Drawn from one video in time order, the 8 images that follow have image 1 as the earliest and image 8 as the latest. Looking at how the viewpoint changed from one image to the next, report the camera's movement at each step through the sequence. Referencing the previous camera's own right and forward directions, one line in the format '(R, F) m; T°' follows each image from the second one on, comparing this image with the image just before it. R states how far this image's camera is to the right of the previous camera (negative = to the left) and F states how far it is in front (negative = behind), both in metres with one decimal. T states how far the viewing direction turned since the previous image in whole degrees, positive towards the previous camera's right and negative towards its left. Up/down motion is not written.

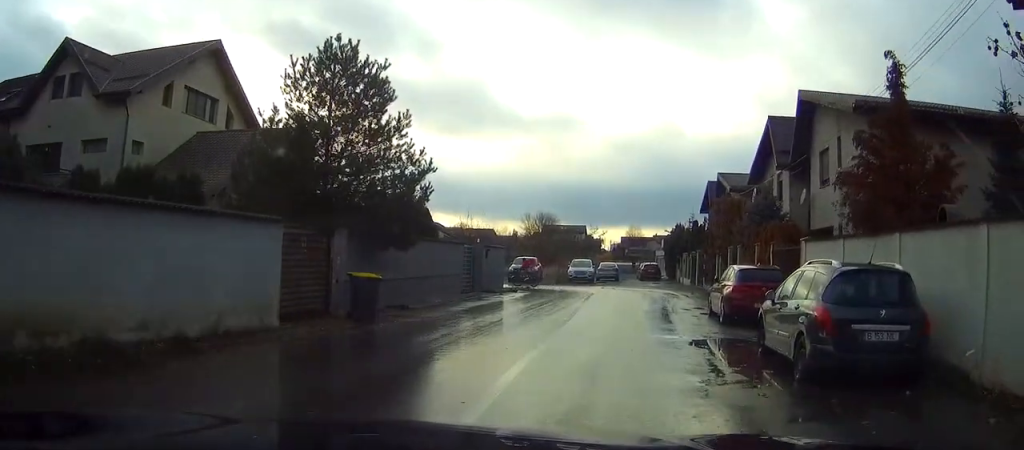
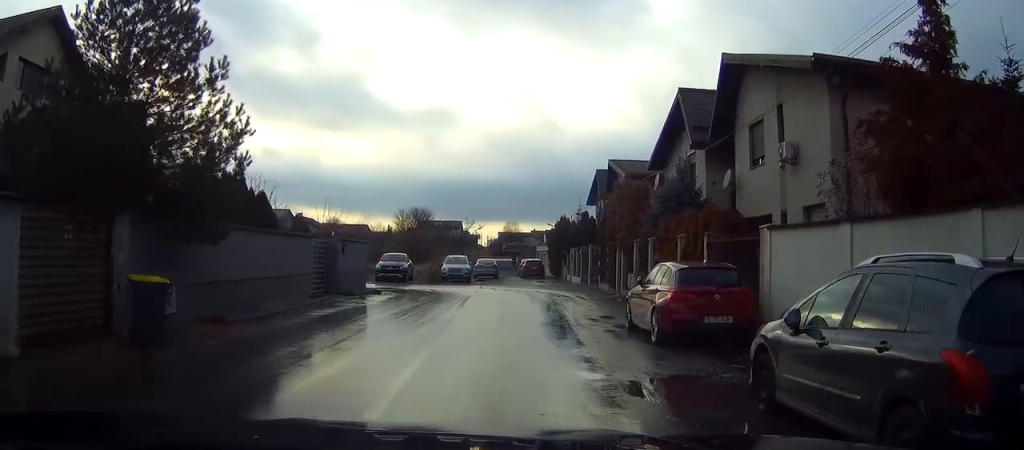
(0.0, +4.5) m; +11°
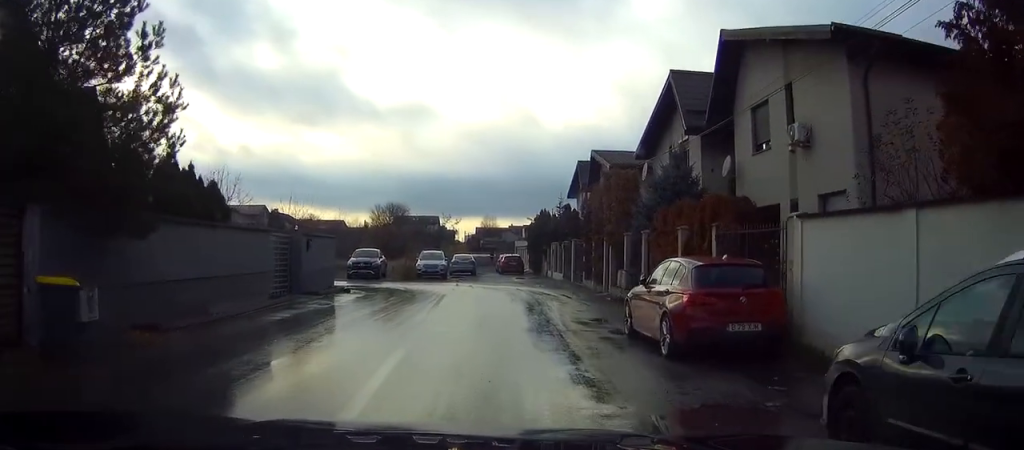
(+0.2, +2.1) m; +6°
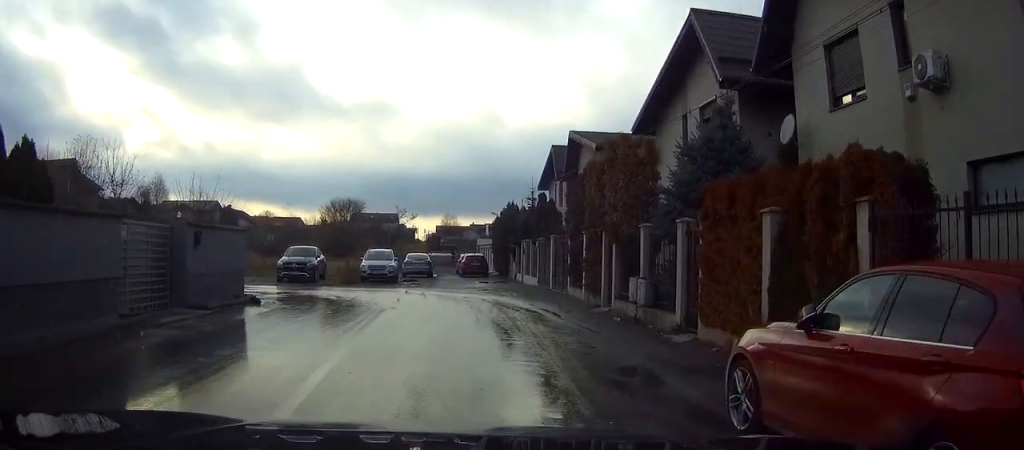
(+1.2, +7.1) m; +14°
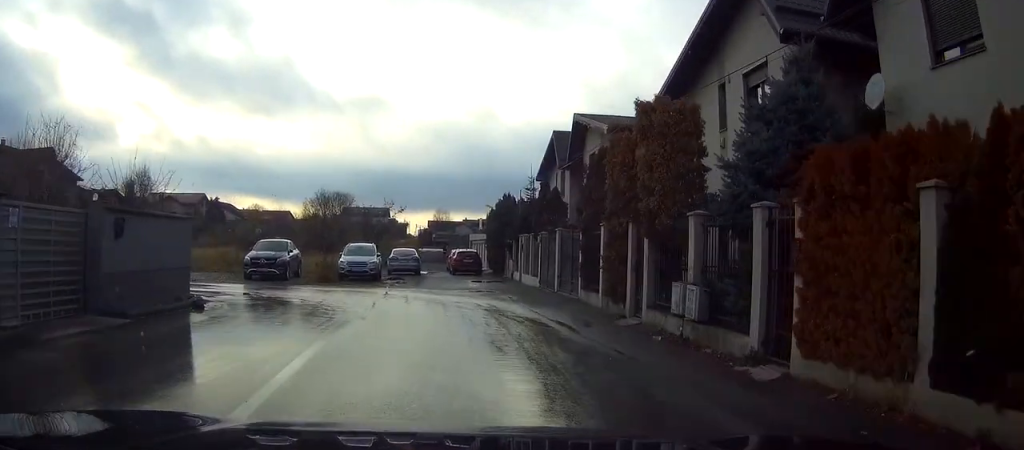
(+0.1, +4.2) m; +4°
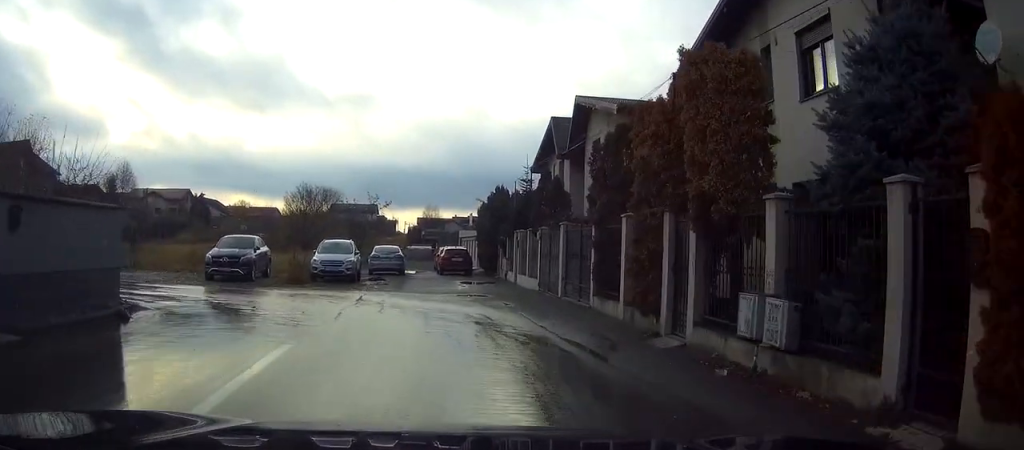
(+0.2, +3.8) m; +1°
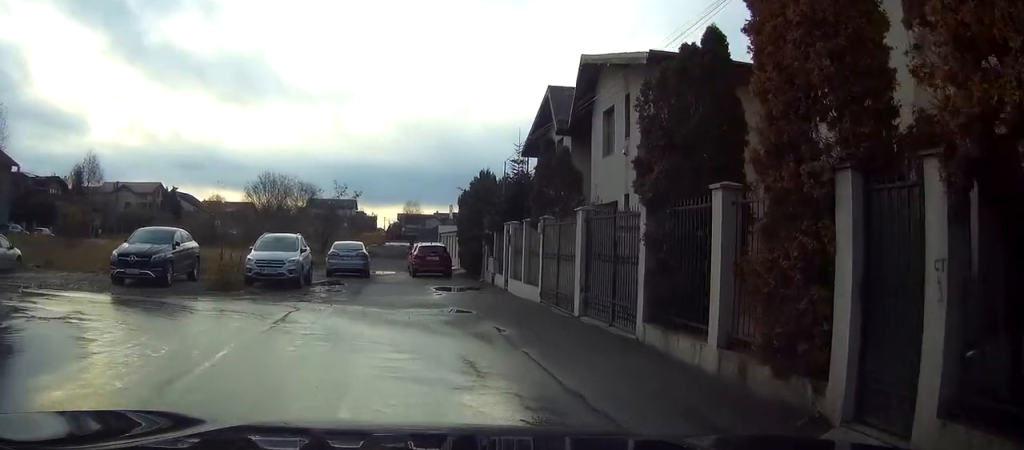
(0.0, +7.1) m; +1°
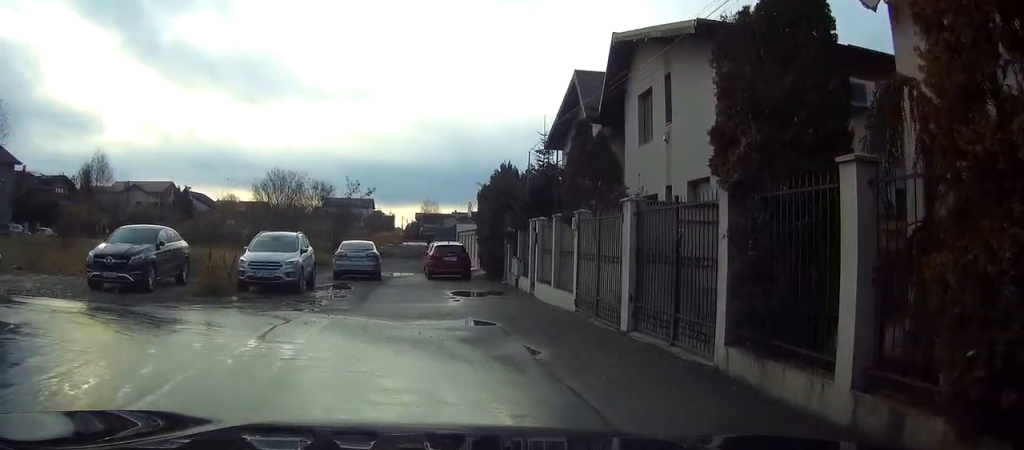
(0.0, +2.9) m; -2°
